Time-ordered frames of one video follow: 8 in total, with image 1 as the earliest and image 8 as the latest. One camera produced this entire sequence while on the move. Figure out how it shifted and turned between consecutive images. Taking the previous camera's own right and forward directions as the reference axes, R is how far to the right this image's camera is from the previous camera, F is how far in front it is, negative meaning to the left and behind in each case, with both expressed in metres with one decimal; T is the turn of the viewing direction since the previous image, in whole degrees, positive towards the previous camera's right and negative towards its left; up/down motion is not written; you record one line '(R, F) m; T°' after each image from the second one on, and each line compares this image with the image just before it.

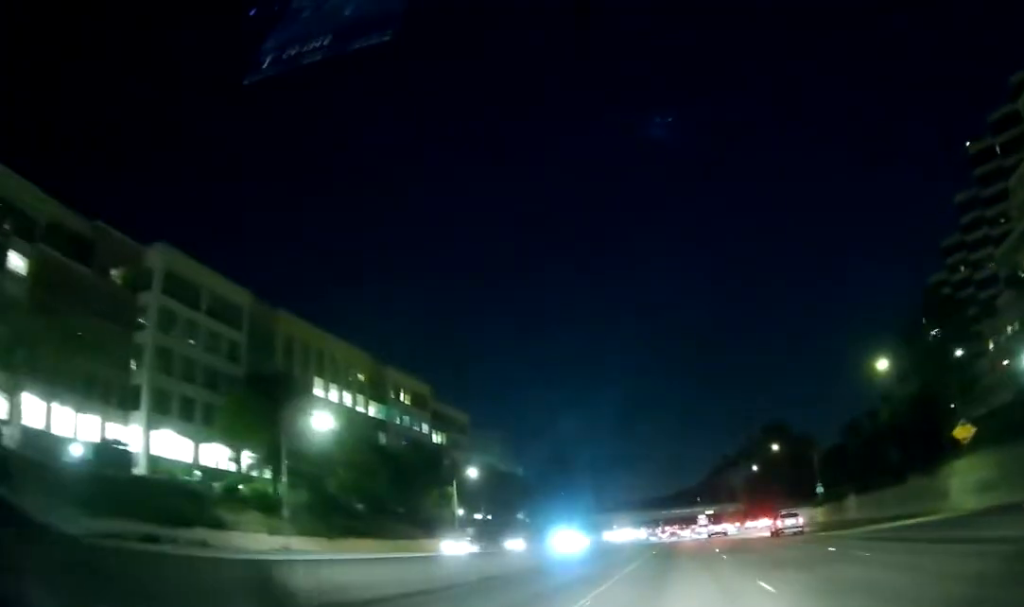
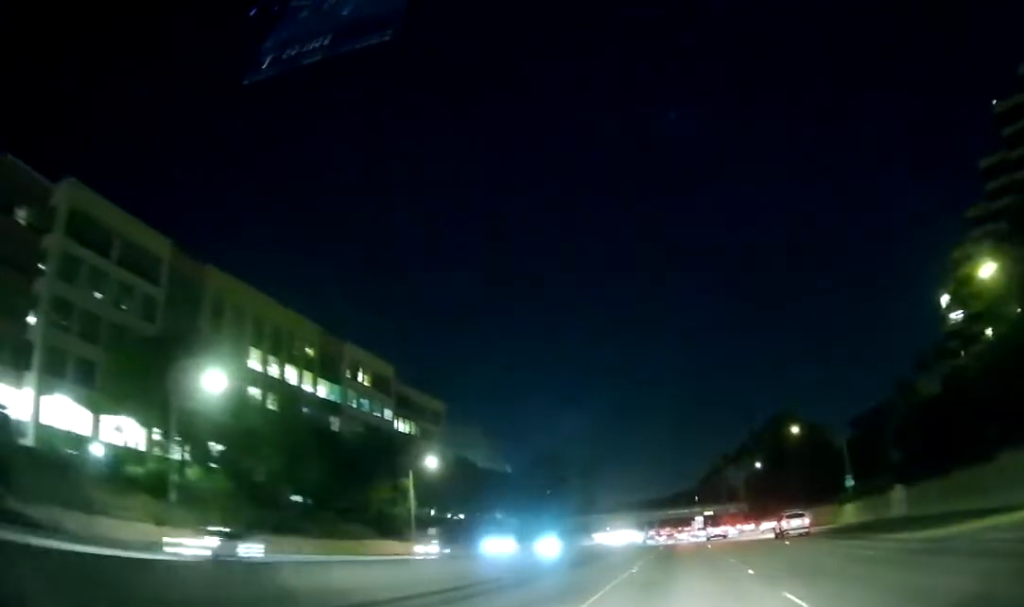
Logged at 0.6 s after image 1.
(+0.1, +16.1) m; +1°
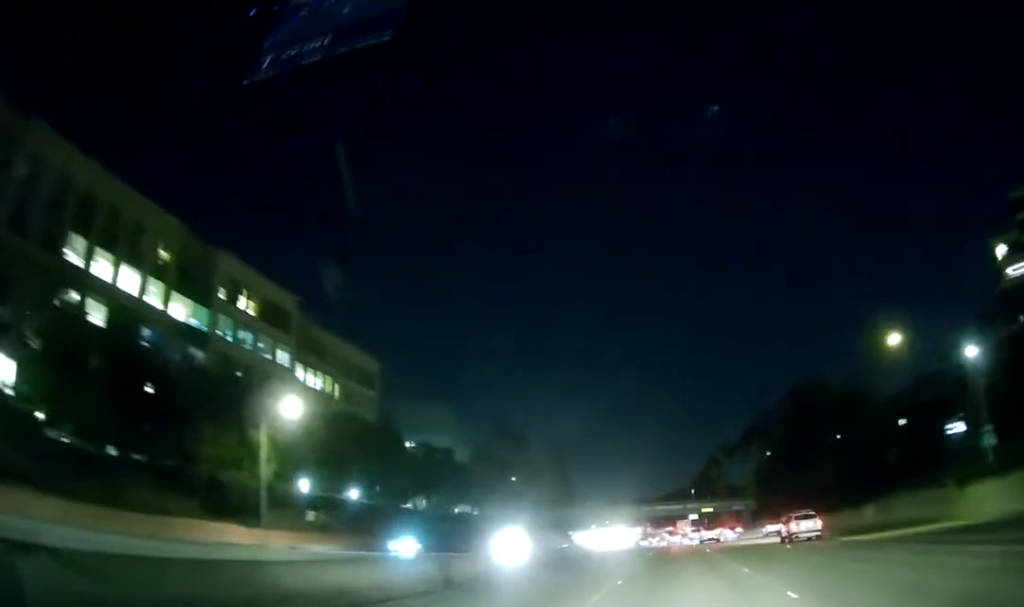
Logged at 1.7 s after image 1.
(+0.4, +32.9) m; +1°
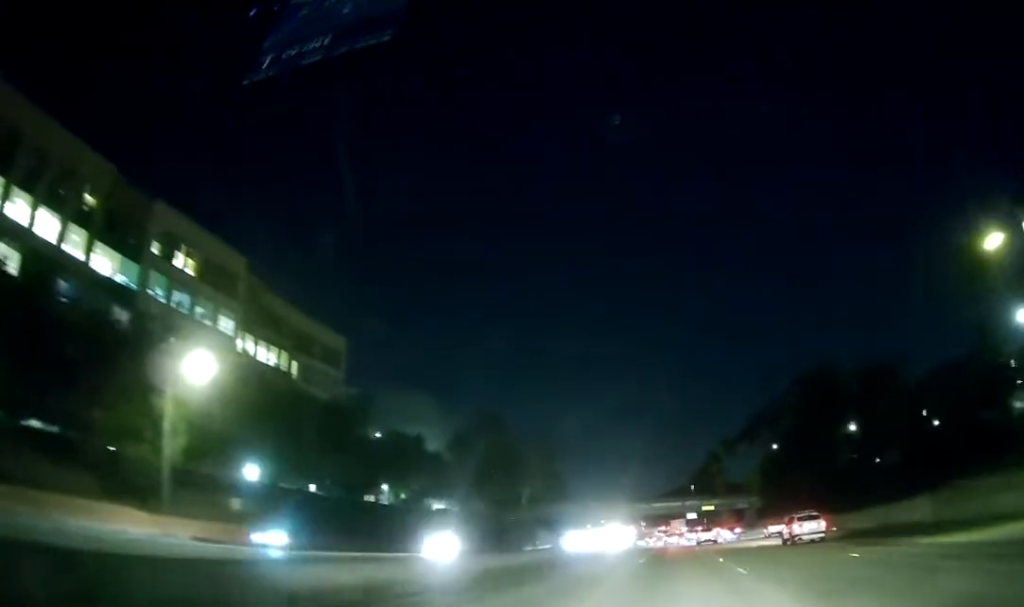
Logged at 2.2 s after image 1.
(+0.1, +13.1) m; 0°
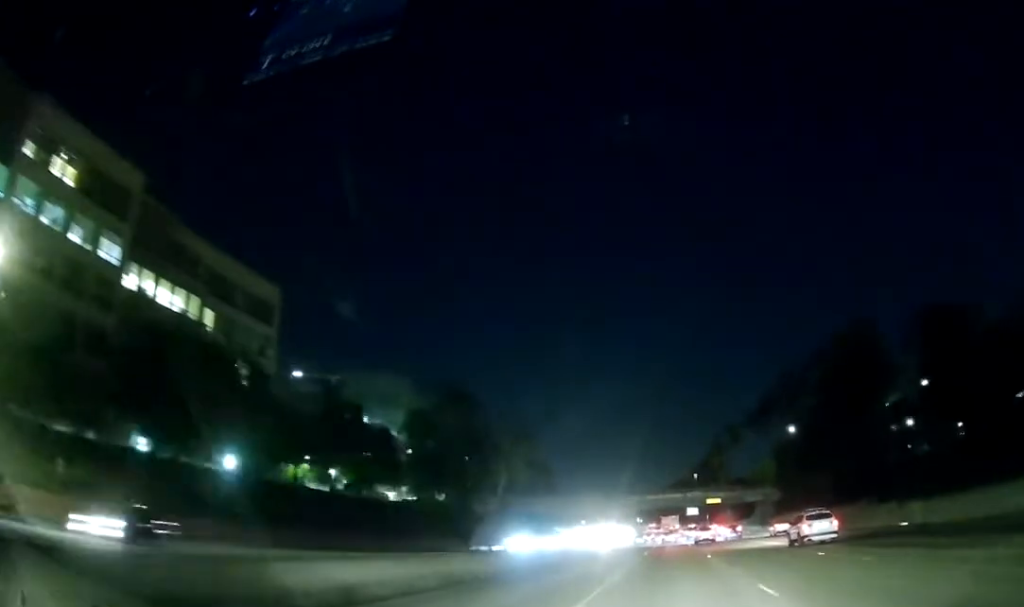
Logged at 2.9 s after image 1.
(-0.1, +19.0) m; 0°
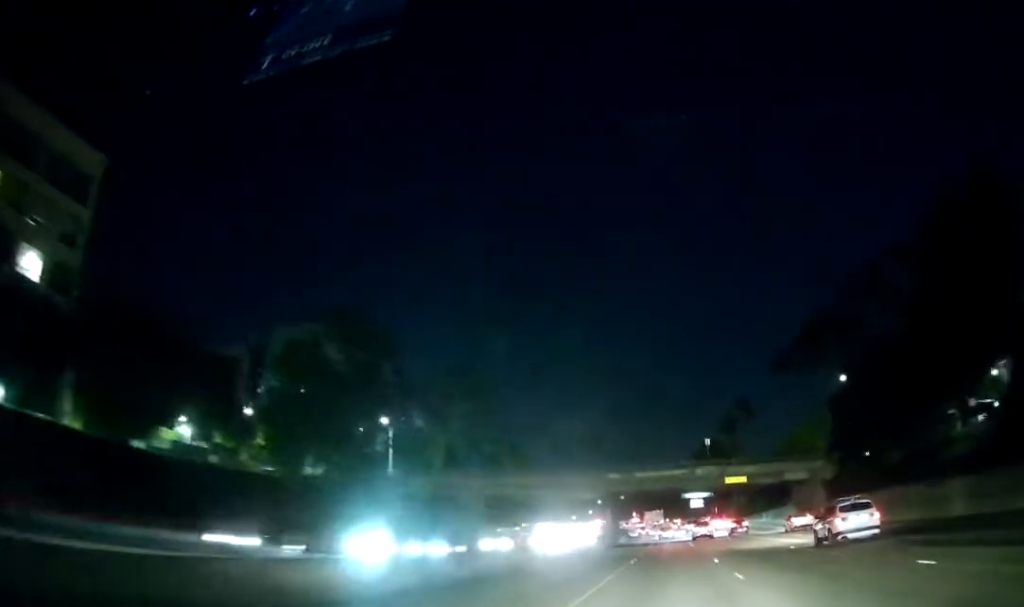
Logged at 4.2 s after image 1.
(-0.1, +32.1) m; 0°
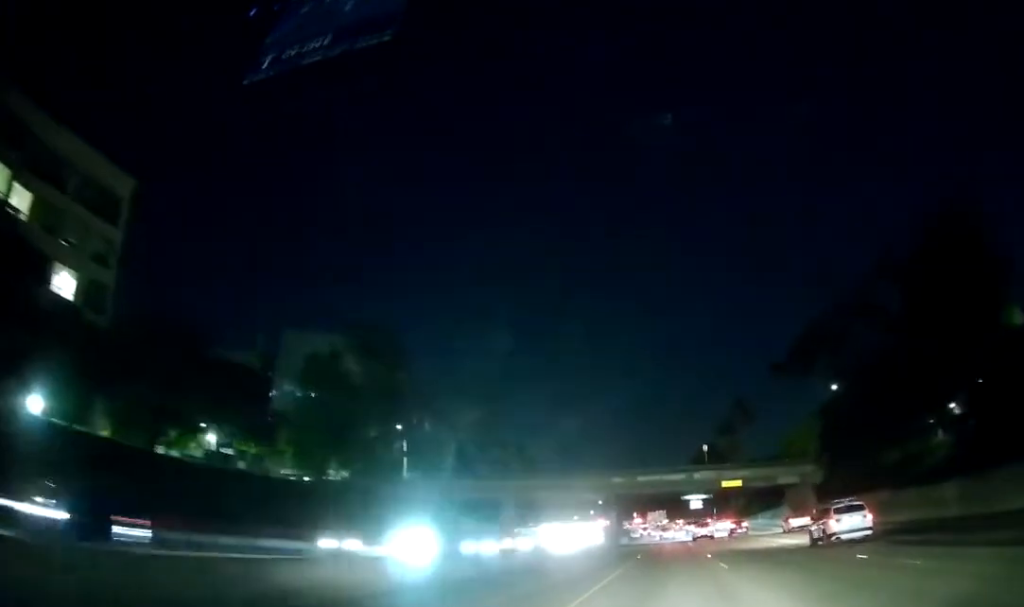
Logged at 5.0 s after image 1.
(+0.1, +20.7) m; 0°
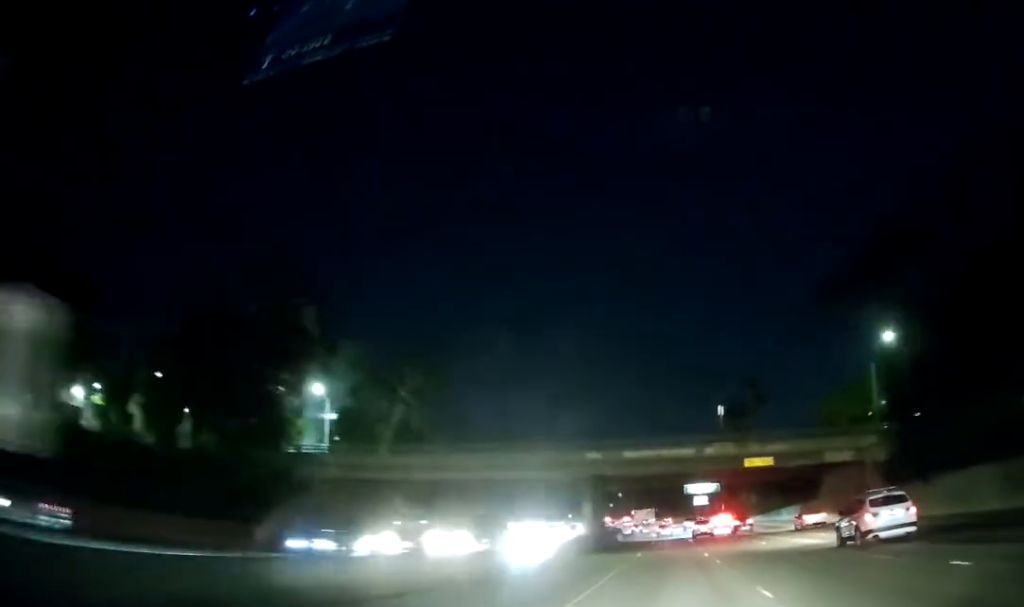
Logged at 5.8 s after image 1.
(+0.1, +20.6) m; 0°
